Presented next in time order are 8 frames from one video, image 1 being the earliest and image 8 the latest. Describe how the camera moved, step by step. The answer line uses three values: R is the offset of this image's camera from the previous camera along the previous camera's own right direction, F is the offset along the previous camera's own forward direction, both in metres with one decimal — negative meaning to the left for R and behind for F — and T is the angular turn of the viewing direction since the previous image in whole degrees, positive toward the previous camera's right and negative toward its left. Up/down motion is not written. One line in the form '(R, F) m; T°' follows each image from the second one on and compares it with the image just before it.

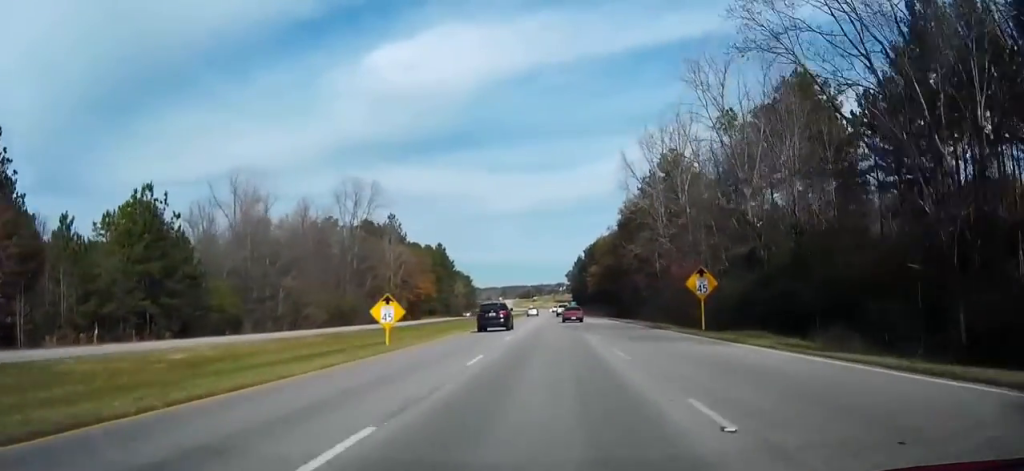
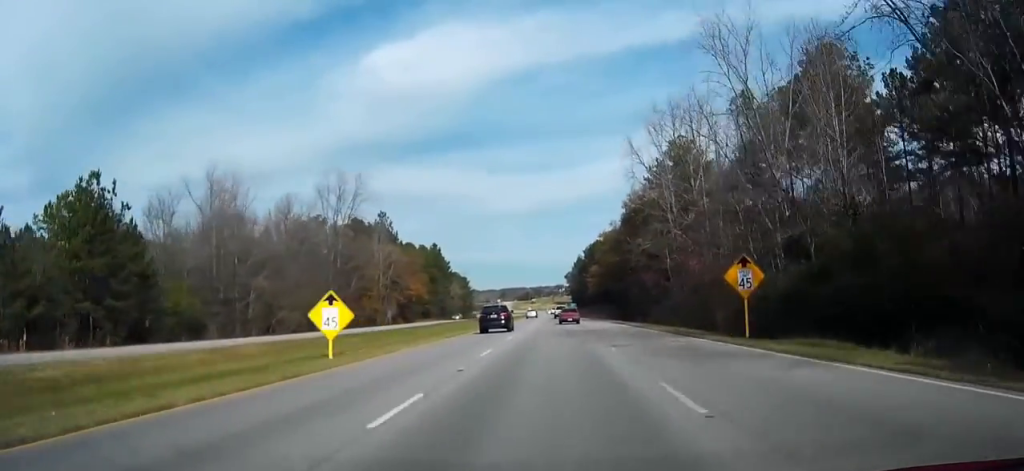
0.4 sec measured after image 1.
(0.0, +8.6) m; 0°
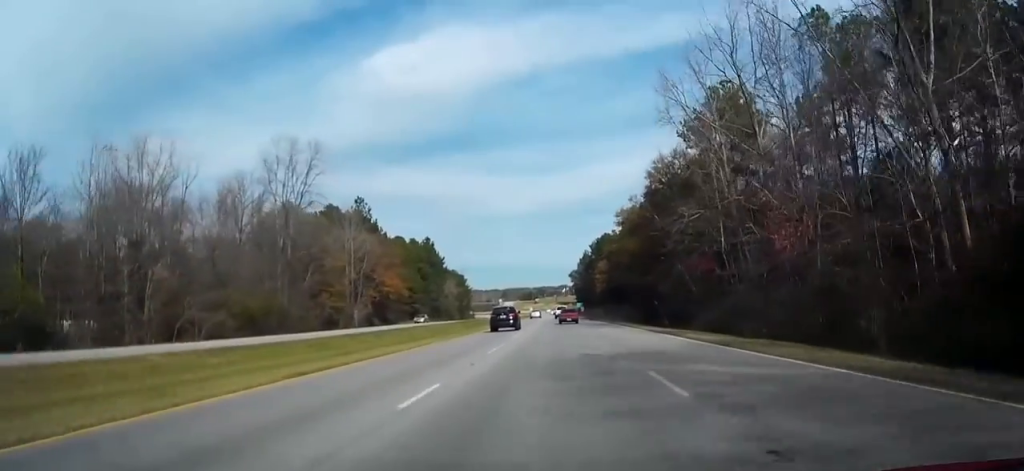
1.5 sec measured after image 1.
(0.0, +22.8) m; 0°
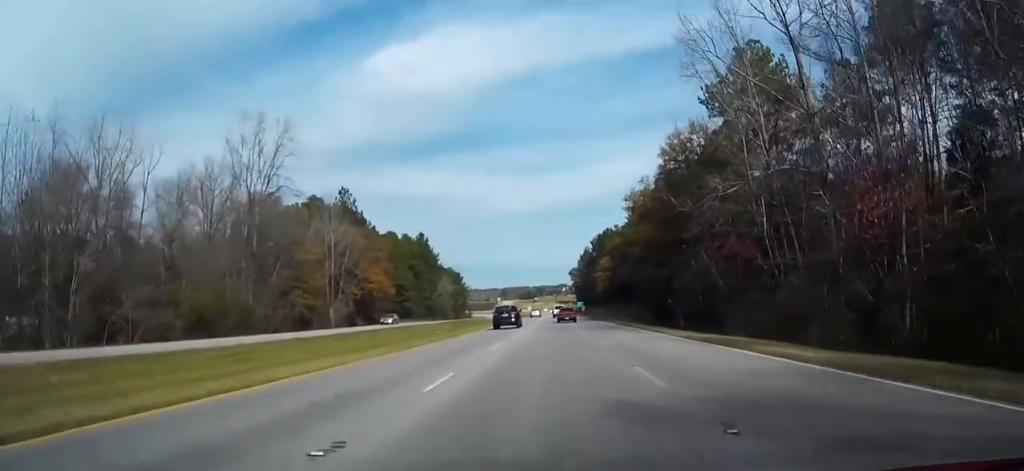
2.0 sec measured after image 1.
(0.0, +10.6) m; 0°
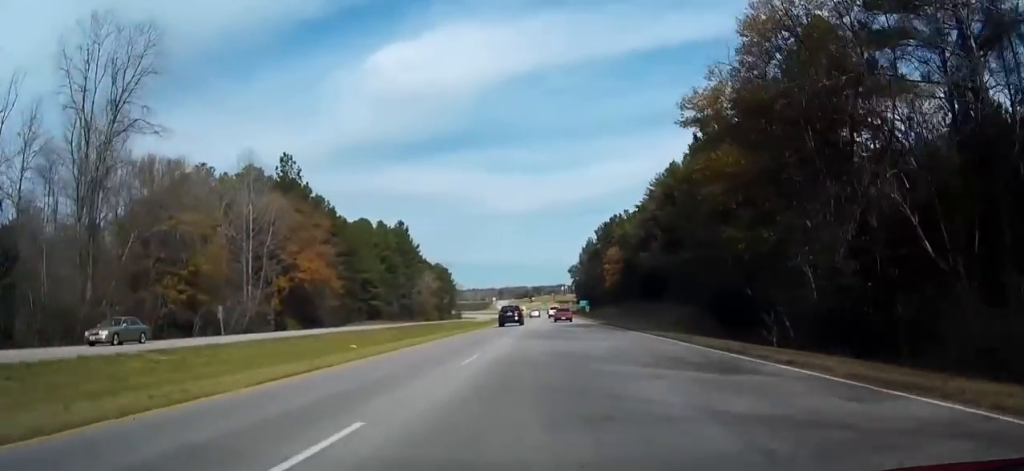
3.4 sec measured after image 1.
(-0.1, +30.5) m; 0°
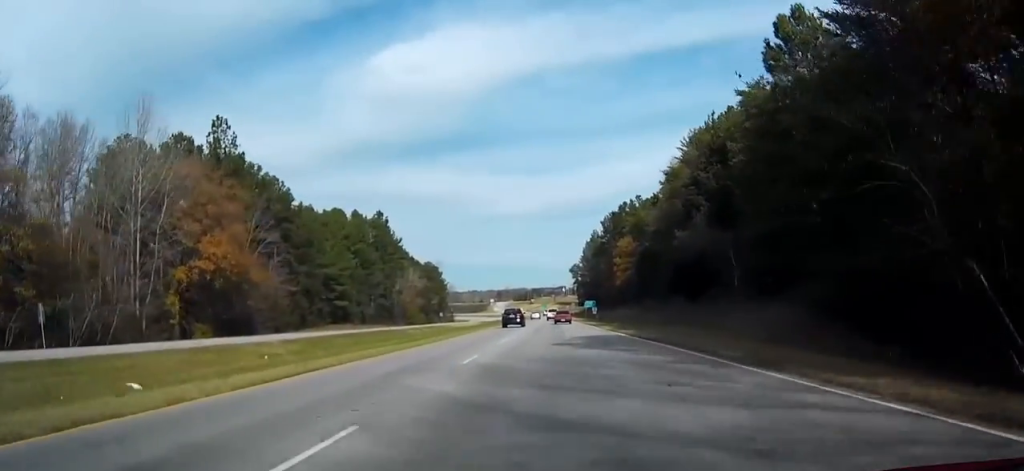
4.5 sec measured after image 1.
(+0.1, +24.1) m; 0°
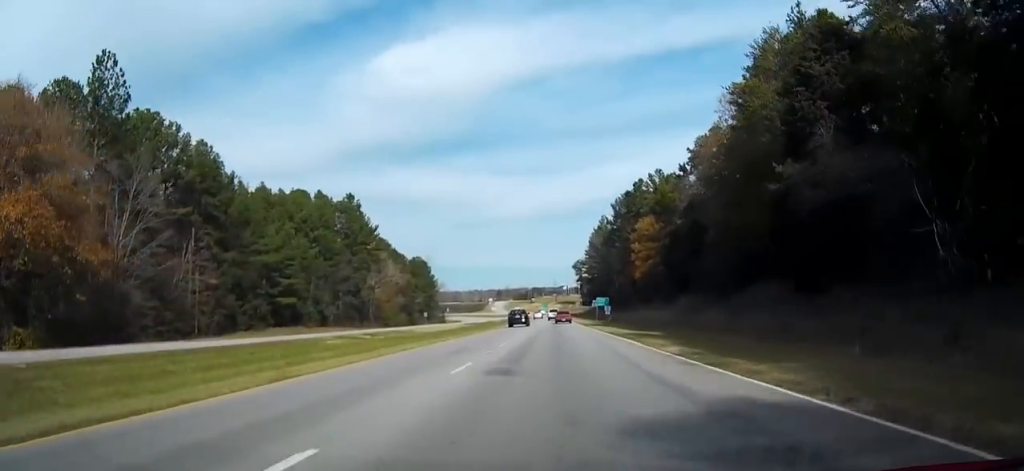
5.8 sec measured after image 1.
(0.0, +26.5) m; 0°
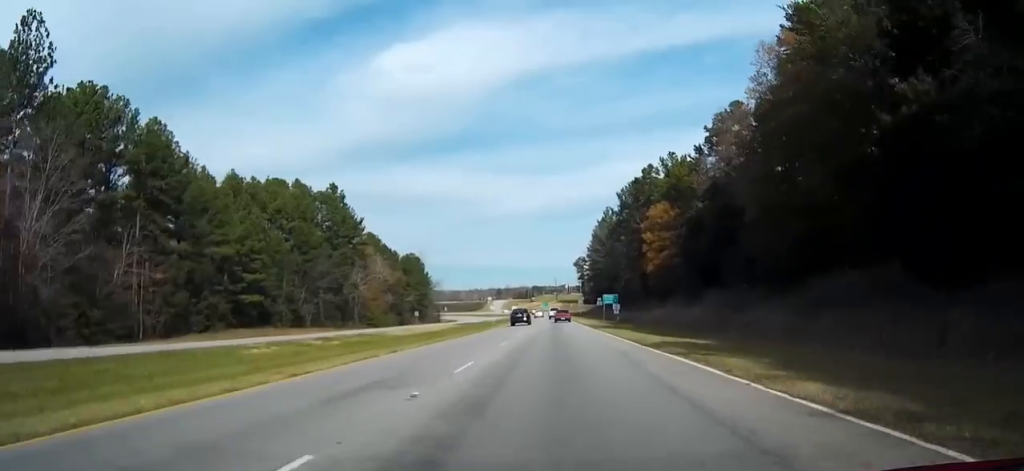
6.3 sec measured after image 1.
(0.0, +12.2) m; 0°
